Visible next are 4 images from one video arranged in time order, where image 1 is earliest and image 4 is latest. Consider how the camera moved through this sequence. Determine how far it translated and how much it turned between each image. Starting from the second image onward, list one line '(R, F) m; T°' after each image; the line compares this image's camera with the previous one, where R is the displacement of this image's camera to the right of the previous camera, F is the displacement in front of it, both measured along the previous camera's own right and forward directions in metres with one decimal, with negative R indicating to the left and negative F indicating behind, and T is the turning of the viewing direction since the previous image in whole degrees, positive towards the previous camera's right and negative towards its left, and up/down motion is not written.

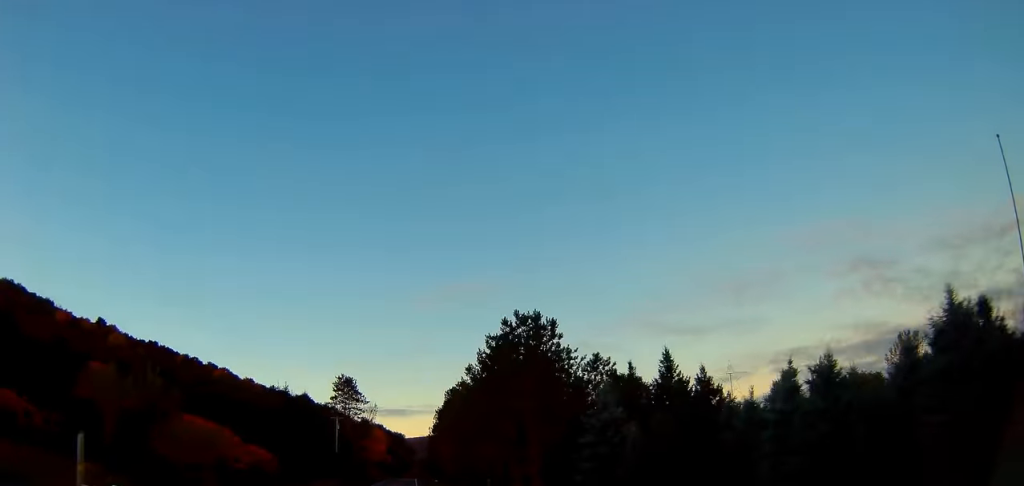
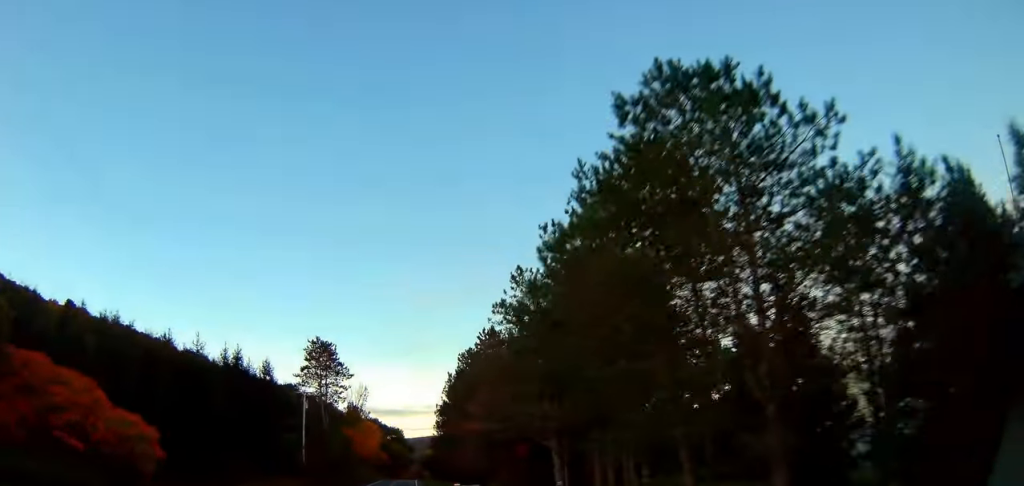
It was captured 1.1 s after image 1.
(-0.2, +29.9) m; -1°
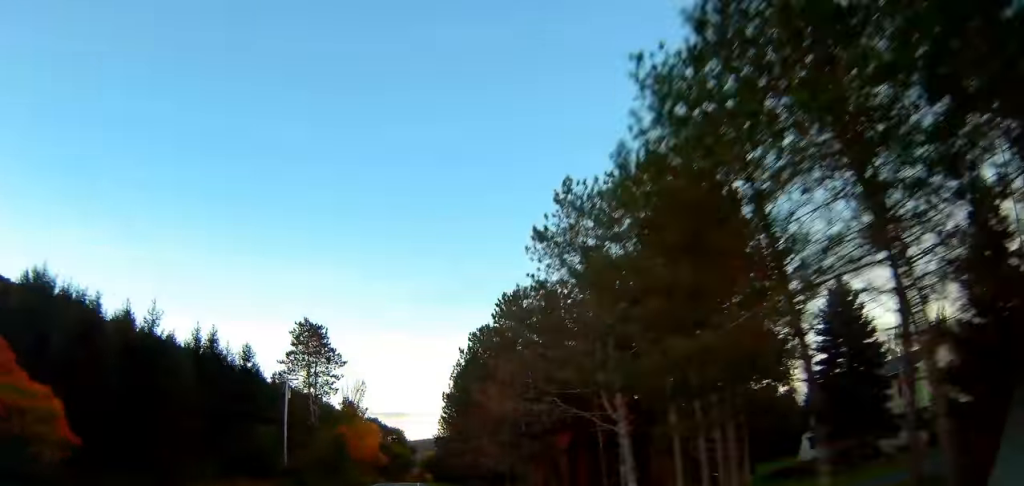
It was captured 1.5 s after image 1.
(0.0, +10.7) m; 0°
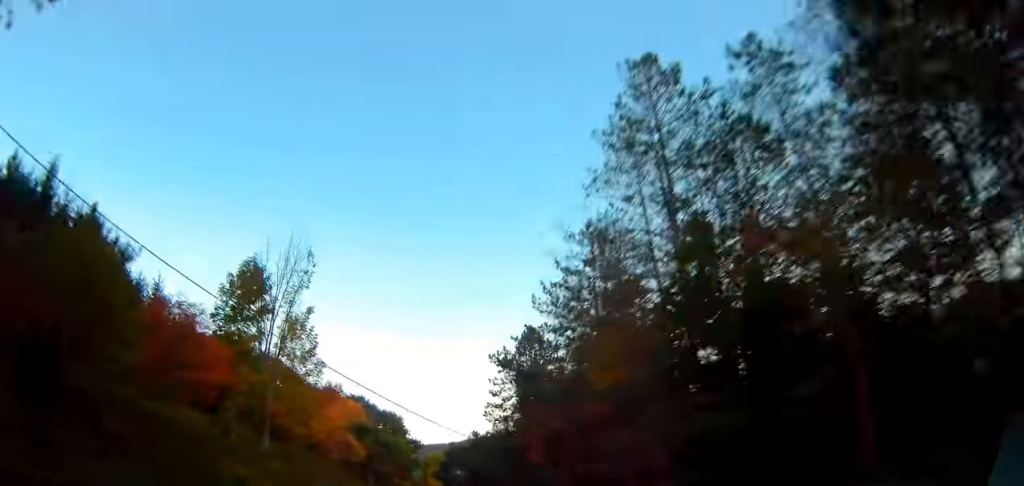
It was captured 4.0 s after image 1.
(-0.3, +67.3) m; 0°
